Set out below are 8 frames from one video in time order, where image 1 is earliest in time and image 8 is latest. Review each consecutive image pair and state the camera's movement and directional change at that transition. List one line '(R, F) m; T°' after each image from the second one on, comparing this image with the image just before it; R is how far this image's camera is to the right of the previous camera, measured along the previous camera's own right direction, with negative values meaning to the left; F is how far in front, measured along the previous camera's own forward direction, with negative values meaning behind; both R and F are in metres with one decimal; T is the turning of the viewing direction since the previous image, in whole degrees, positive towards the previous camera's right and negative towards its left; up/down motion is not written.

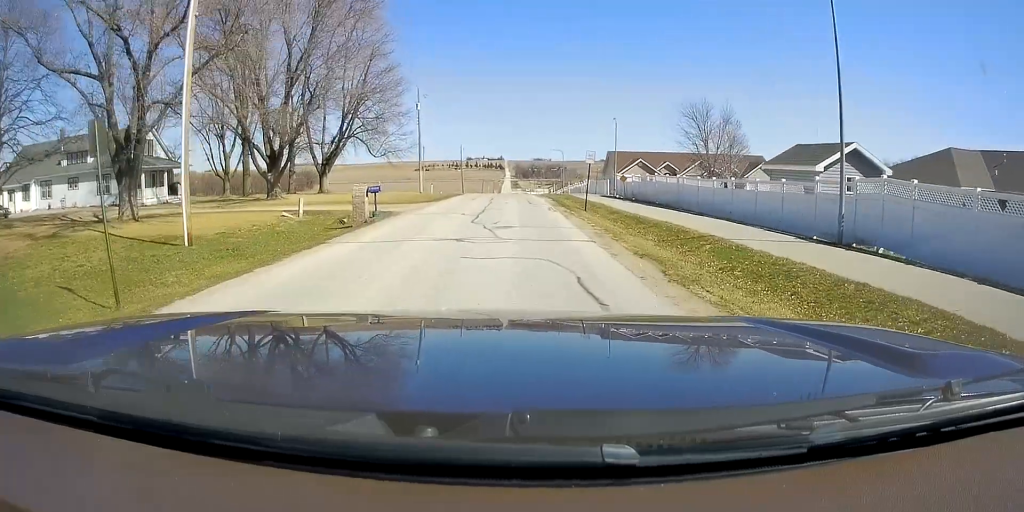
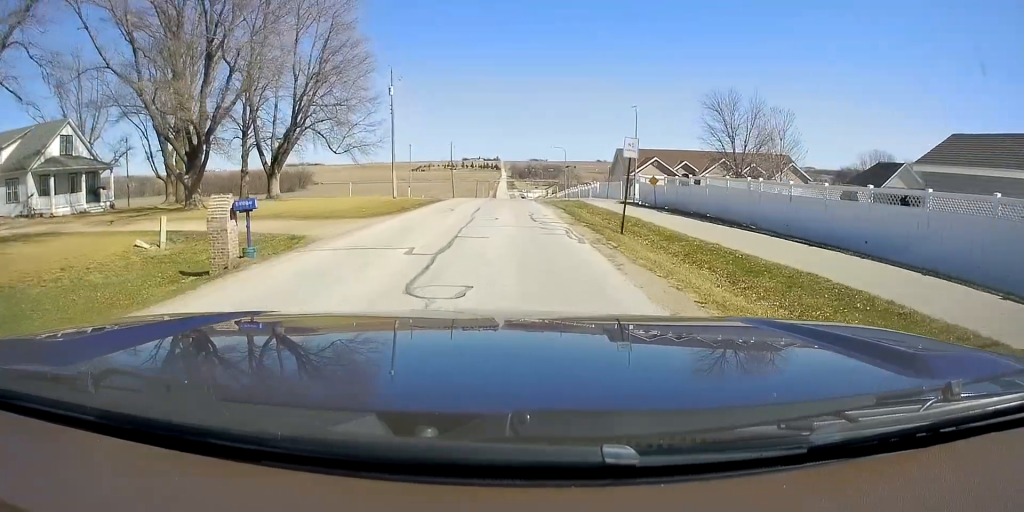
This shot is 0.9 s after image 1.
(0.0, +11.1) m; +1°
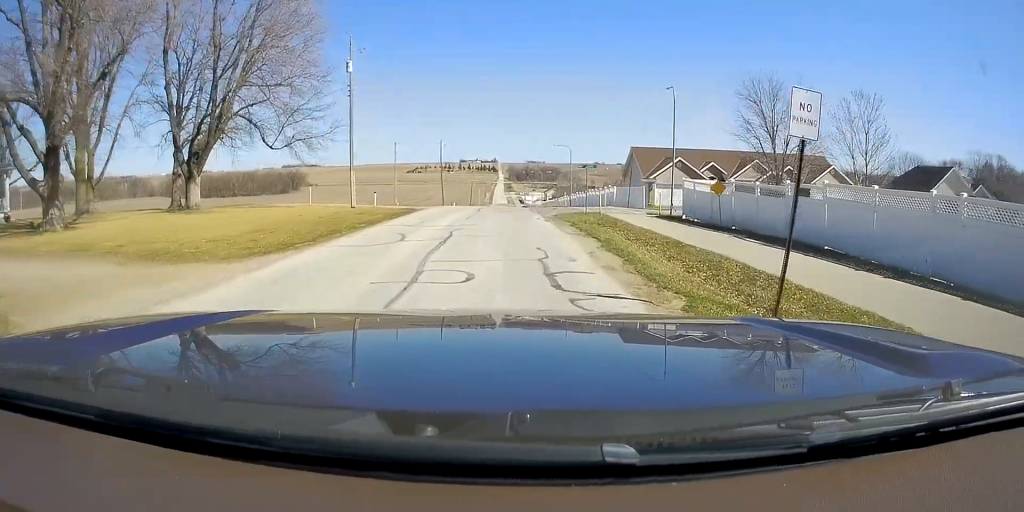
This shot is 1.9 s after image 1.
(+0.1, +11.4) m; +2°
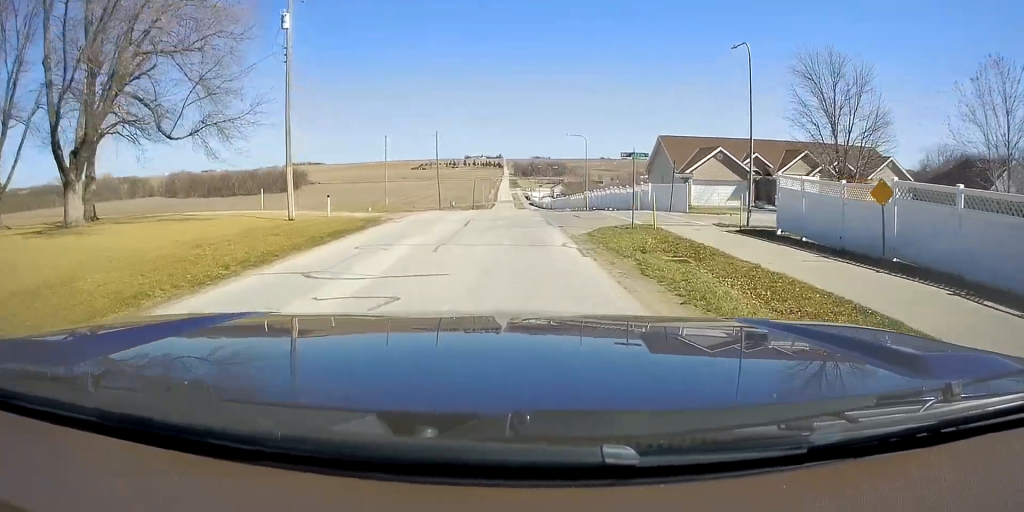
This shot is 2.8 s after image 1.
(+0.4, +10.7) m; 0°
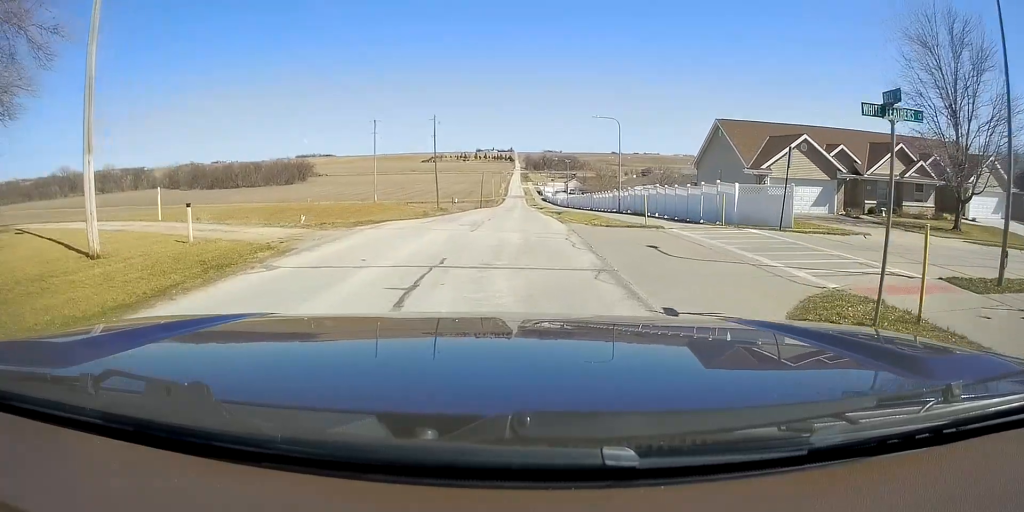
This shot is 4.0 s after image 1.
(-0.6, +13.8) m; -2°
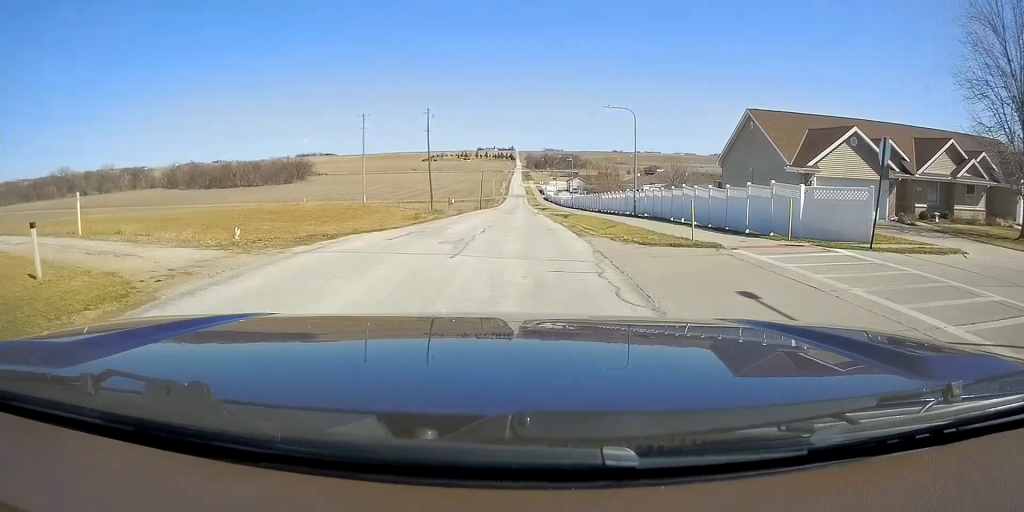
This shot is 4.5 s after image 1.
(0.0, +6.0) m; 0°
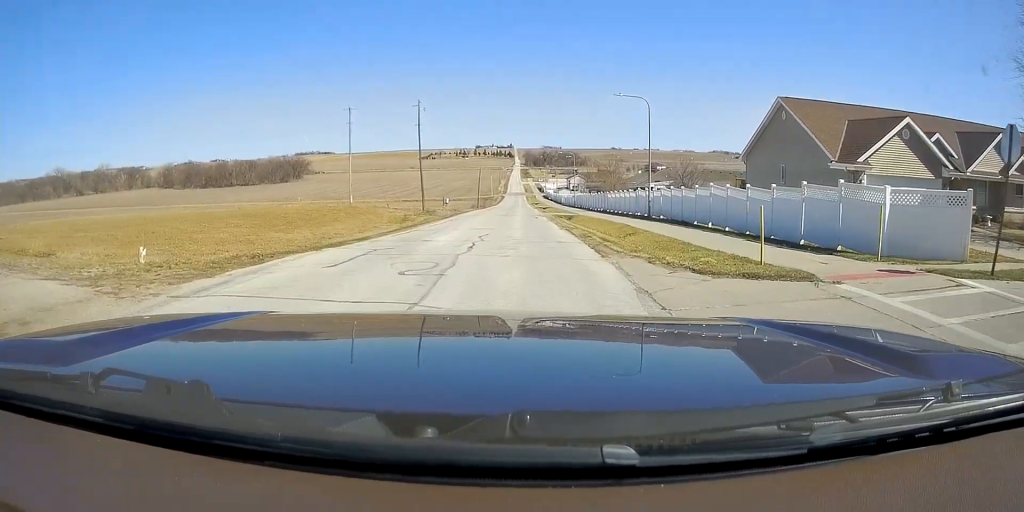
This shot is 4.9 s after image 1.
(0.0, +5.0) m; 0°
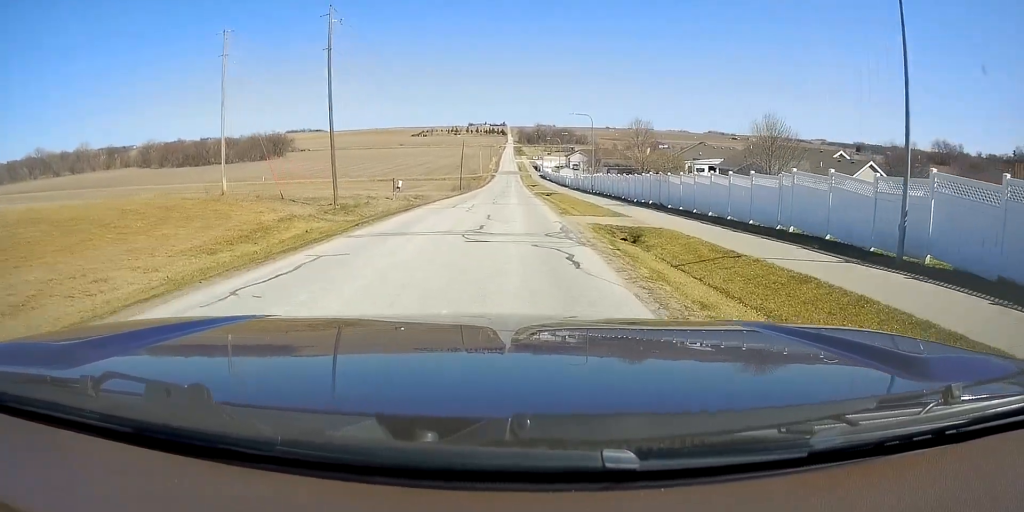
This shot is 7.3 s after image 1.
(-0.6, +26.2) m; -3°
